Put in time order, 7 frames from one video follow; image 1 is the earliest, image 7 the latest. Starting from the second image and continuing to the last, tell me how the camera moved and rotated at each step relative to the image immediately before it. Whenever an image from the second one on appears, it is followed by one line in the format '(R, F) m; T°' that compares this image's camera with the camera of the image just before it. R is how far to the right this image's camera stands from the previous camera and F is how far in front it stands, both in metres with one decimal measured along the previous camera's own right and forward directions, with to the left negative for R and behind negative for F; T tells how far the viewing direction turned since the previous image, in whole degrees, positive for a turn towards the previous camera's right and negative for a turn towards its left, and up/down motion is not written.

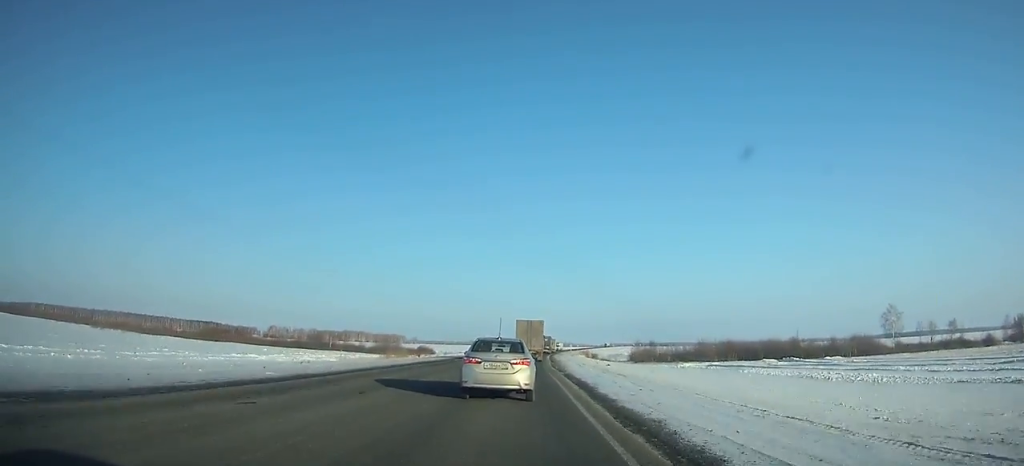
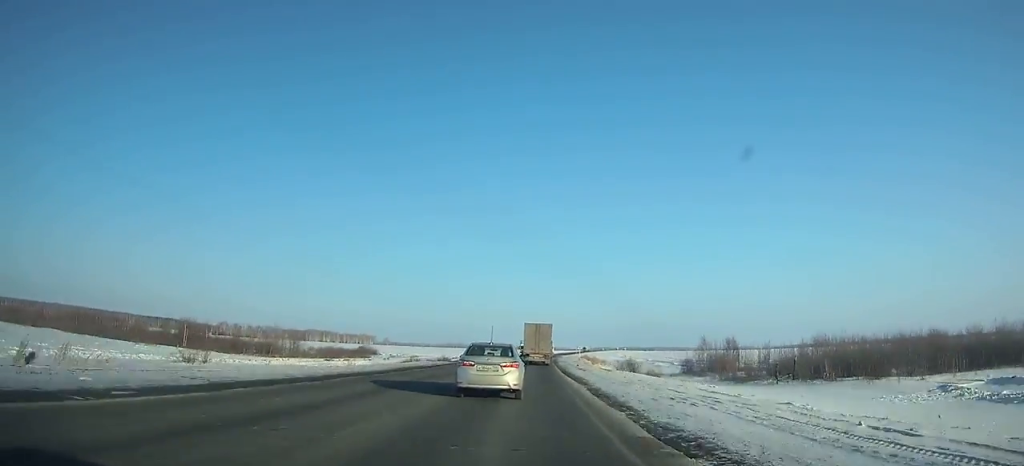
(+0.9, +68.6) m; +2°
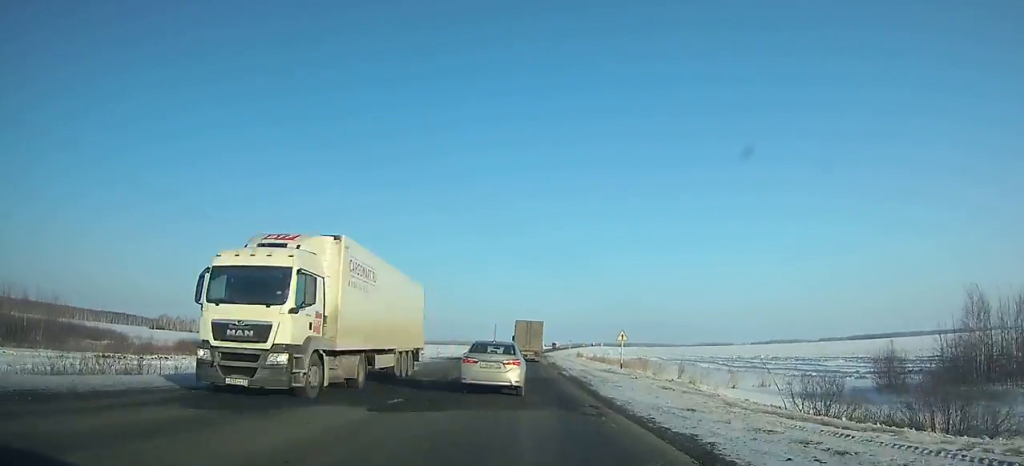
(+1.0, +57.7) m; +2°
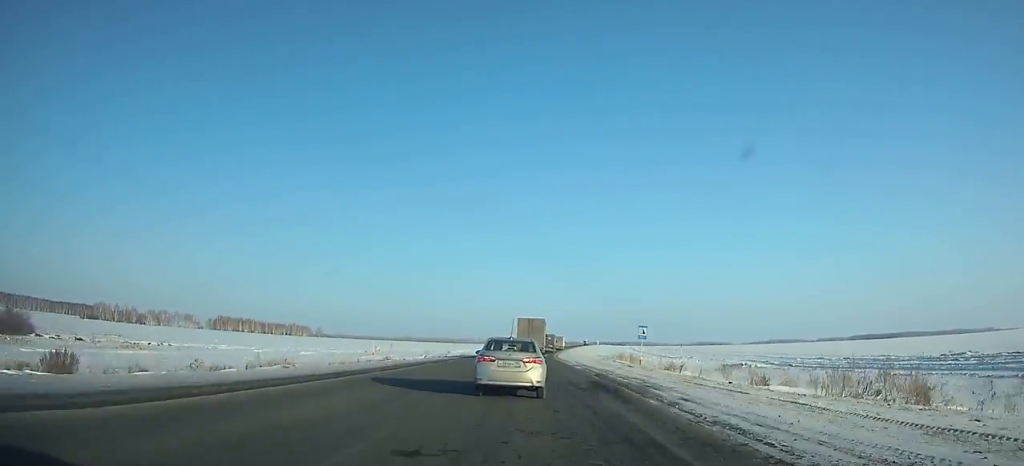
(+1.5, +74.6) m; +3°
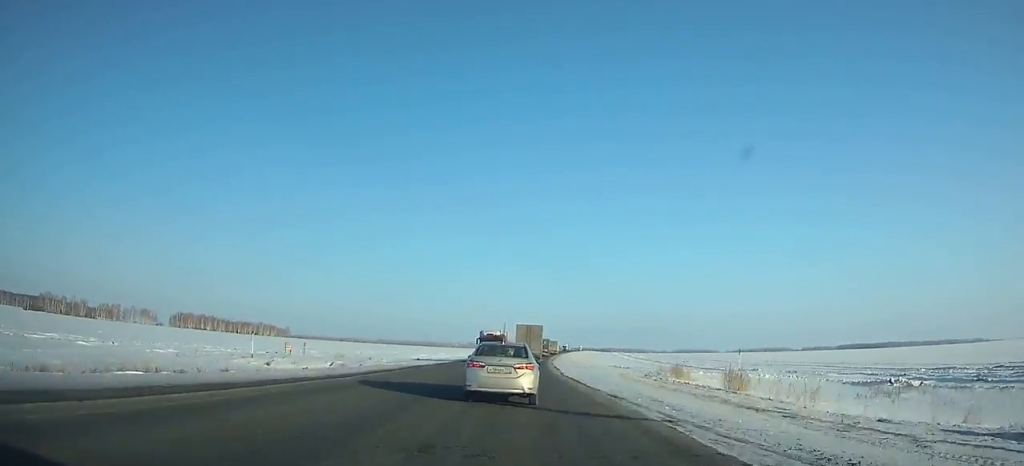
(+0.5, +37.8) m; +1°
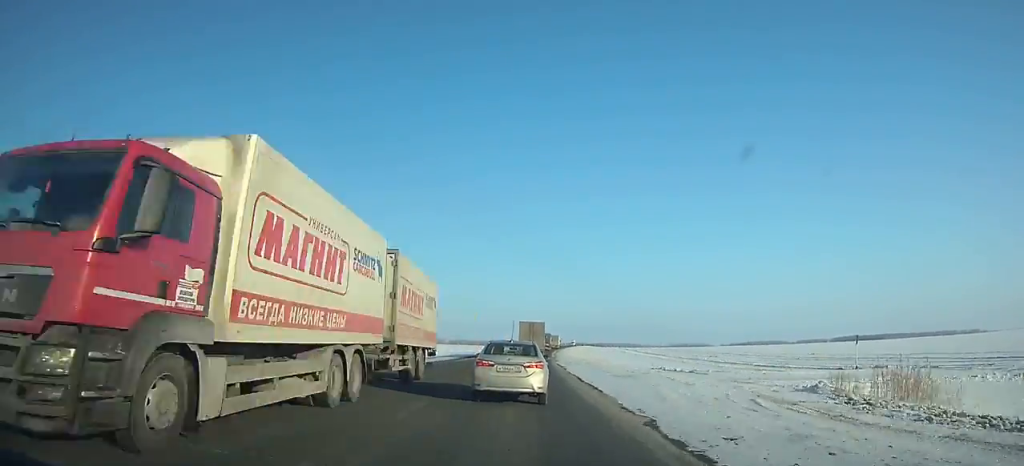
(+0.3, +29.1) m; +1°
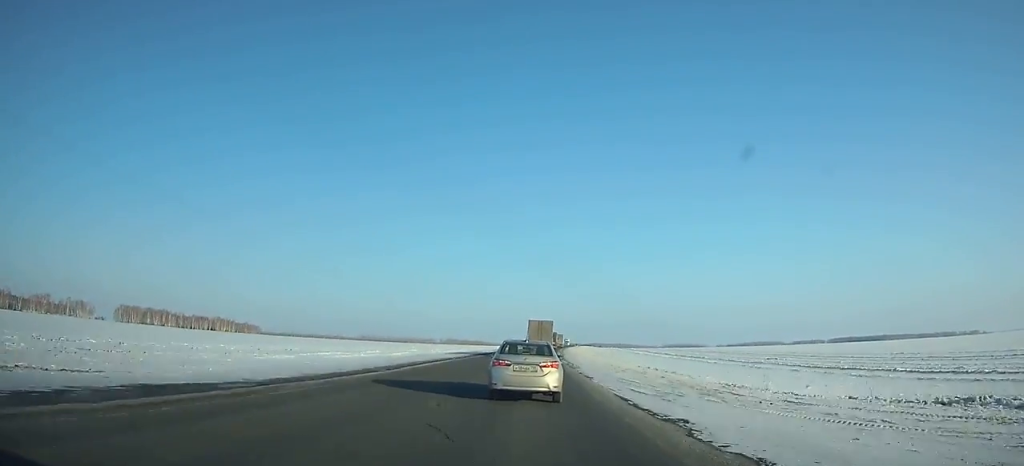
(+0.4, +34.2) m; +1°
